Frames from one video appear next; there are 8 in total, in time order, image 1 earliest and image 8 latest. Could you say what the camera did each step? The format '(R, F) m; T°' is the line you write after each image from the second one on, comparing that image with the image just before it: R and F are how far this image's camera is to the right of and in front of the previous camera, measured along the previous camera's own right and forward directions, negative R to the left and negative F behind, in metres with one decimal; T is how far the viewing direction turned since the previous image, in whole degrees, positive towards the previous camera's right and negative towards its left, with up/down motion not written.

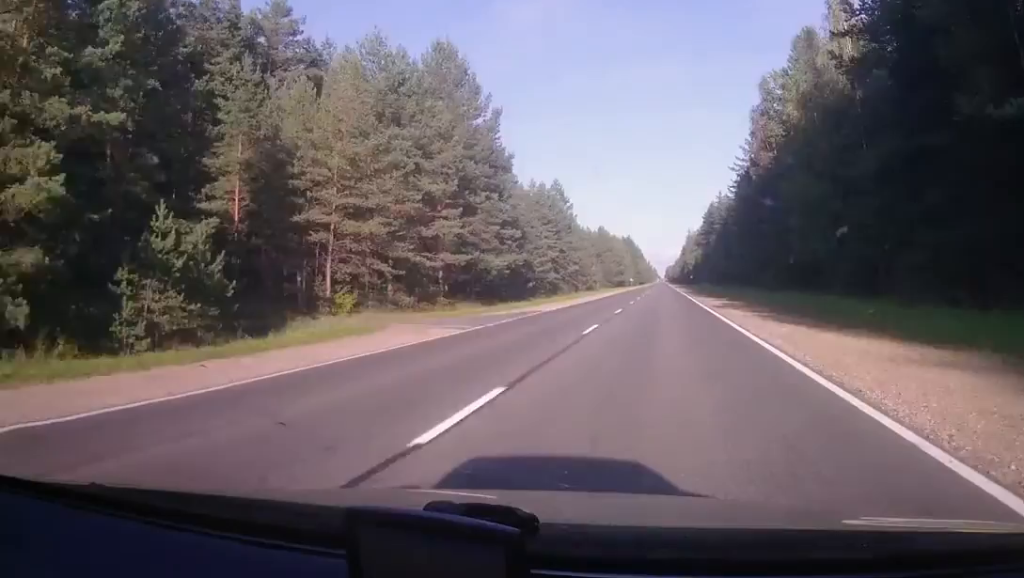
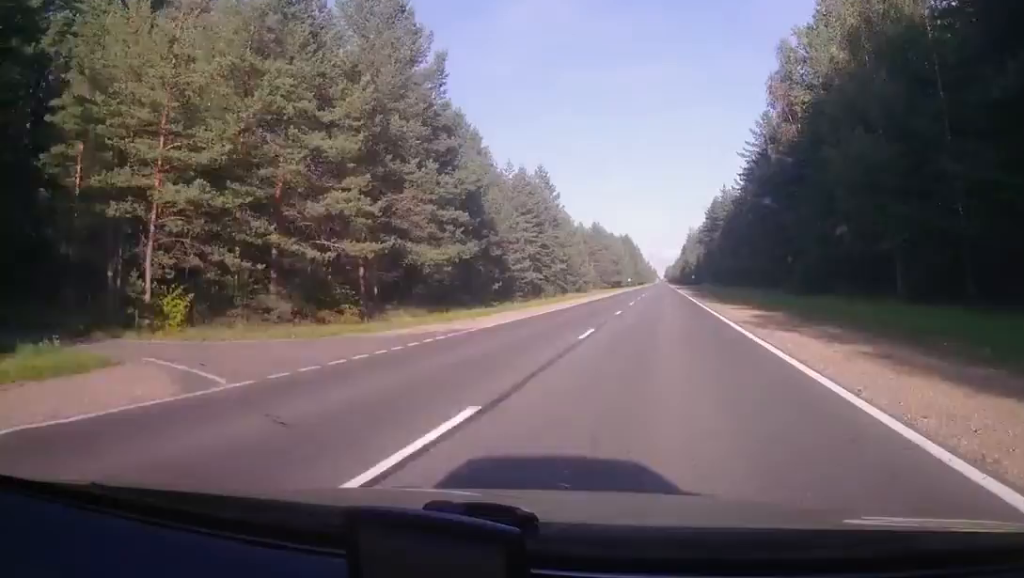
(+0.1, +12.3) m; 0°
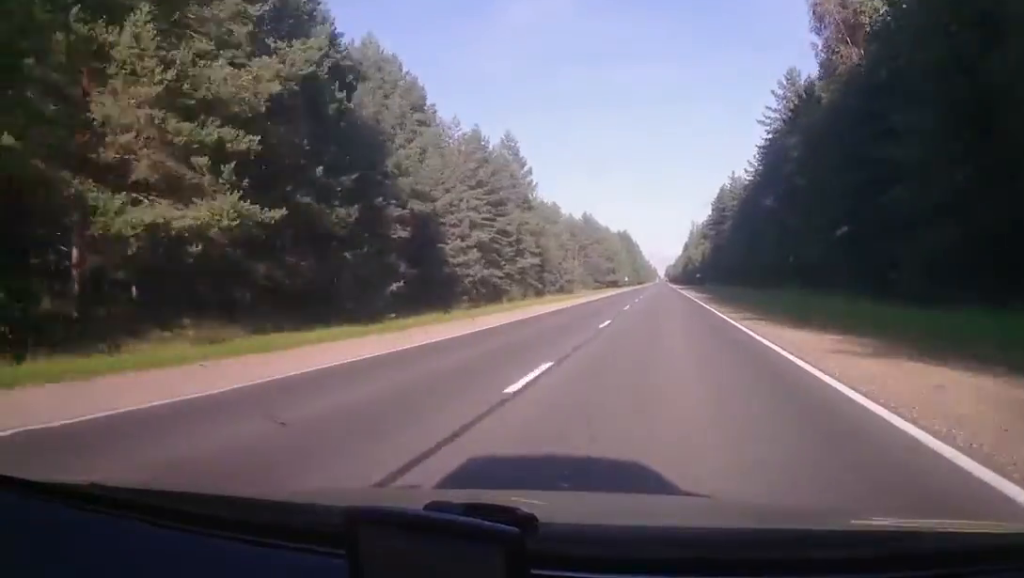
(0.0, +18.8) m; -2°
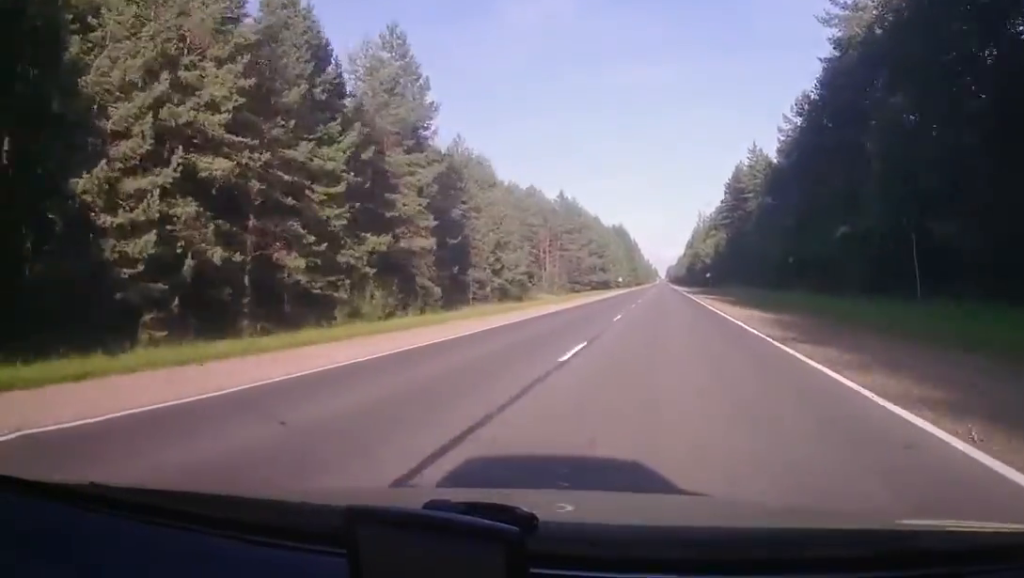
(-0.9, +31.2) m; -1°
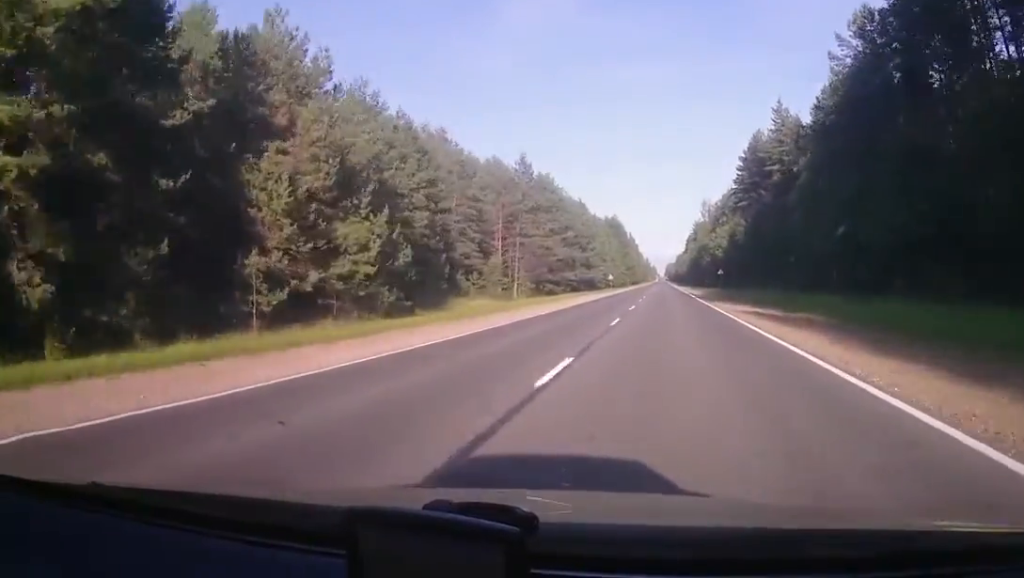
(+0.6, +26.2) m; +1°
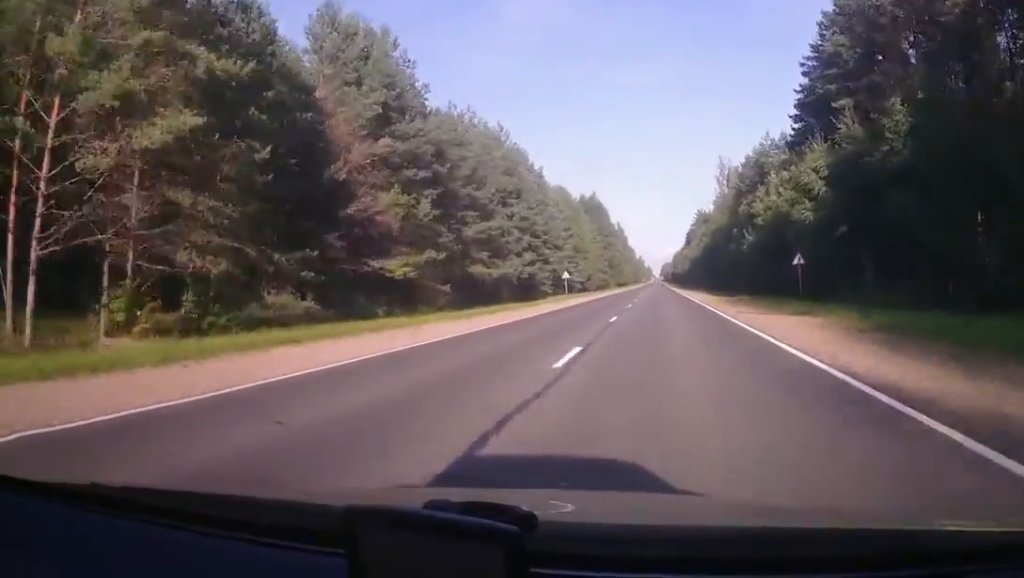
(+0.3, +56.6) m; 0°
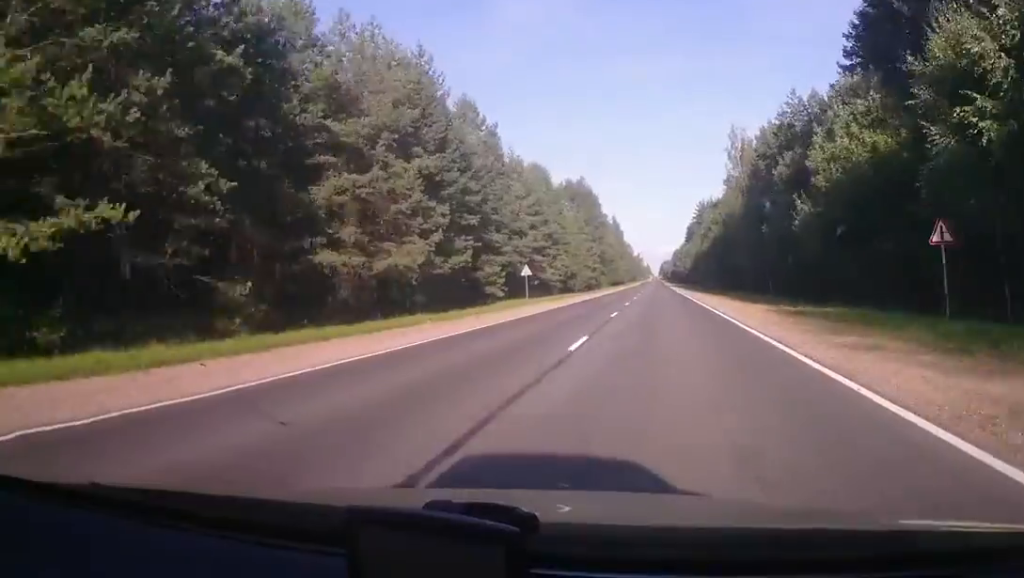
(0.0, +21.4) m; 0°
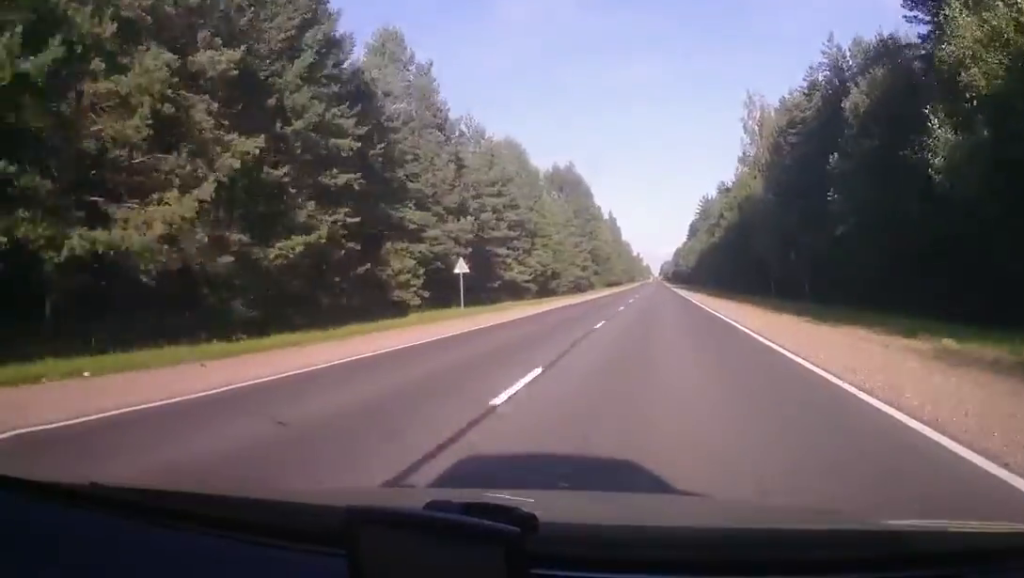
(0.0, +17.7) m; 0°
